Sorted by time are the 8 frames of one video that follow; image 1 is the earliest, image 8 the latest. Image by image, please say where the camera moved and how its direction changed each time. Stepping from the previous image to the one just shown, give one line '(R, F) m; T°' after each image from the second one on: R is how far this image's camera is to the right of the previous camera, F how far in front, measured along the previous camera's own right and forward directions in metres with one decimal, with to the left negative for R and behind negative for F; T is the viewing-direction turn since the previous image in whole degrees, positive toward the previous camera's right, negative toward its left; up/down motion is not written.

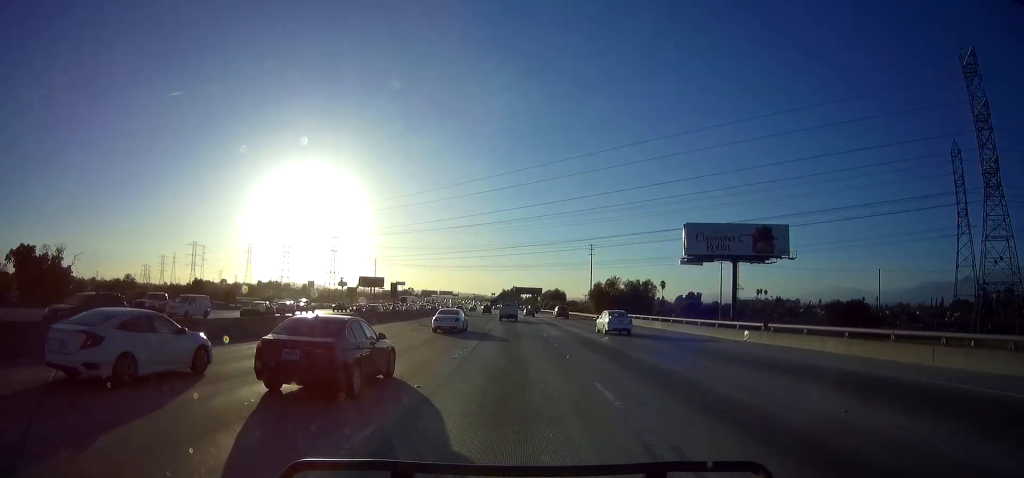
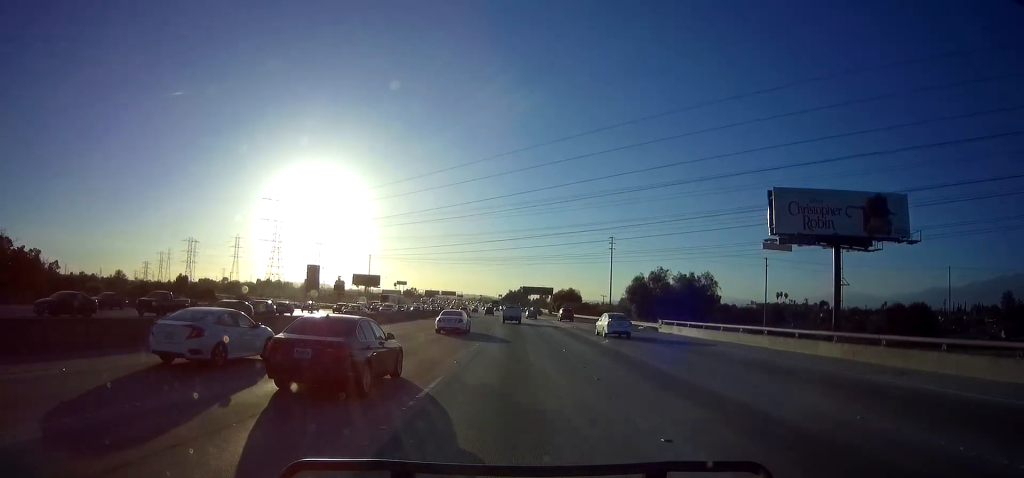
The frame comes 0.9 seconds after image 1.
(-0.2, +24.2) m; -1°
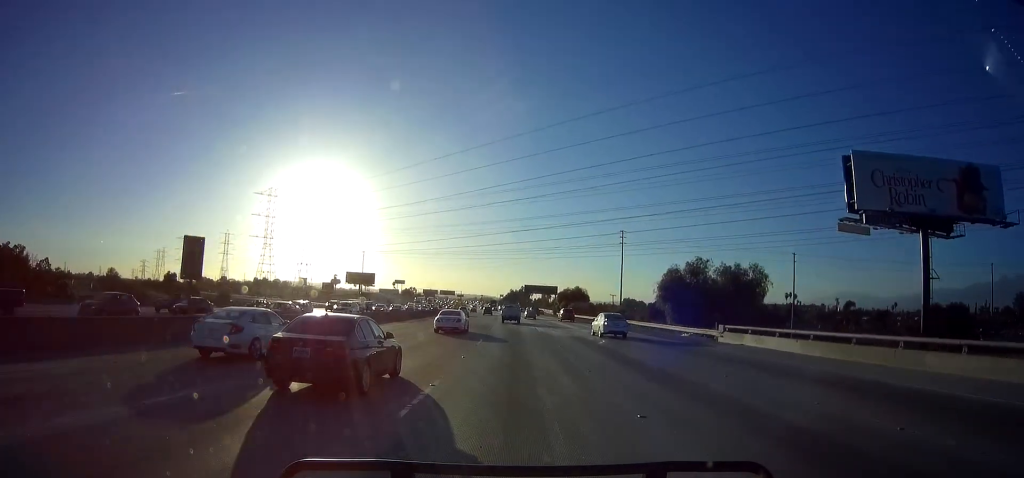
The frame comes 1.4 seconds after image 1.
(0.0, +13.0) m; 0°
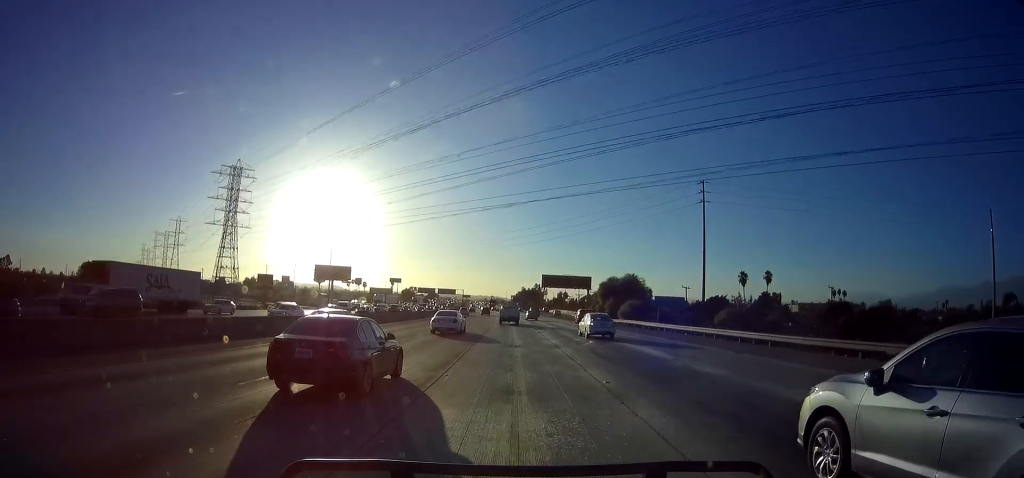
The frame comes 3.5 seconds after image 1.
(-0.7, +54.5) m; -1°
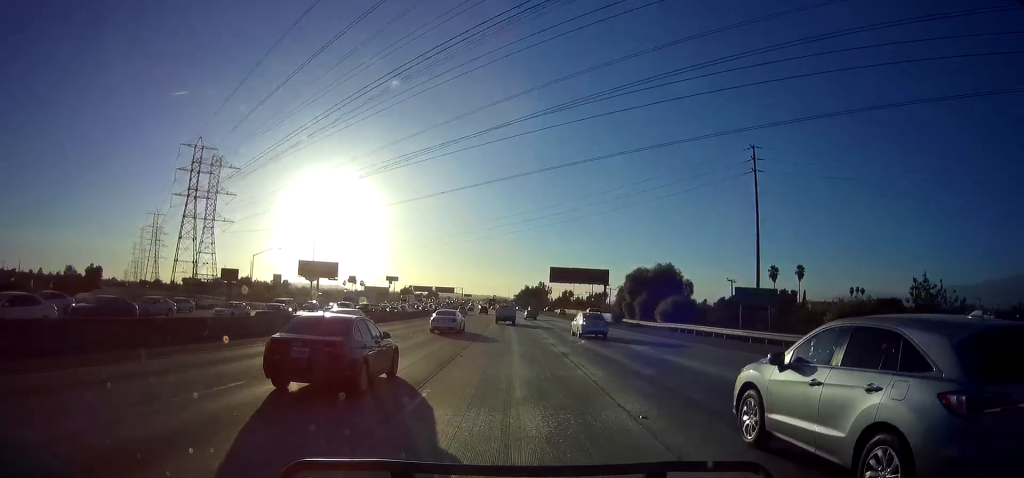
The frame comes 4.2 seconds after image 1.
(0.0, +18.6) m; 0°
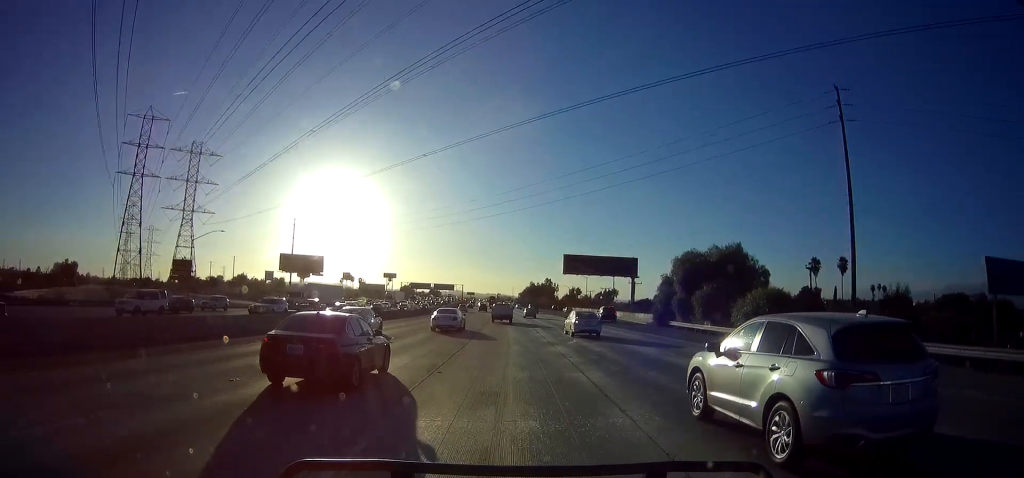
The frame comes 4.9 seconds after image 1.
(0.0, +19.2) m; -1°
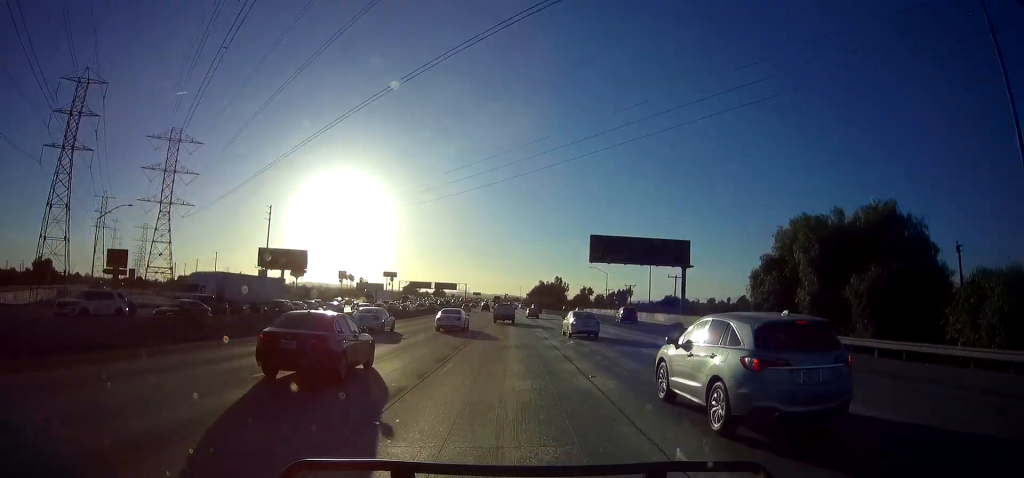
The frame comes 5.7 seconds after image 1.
(-0.2, +19.9) m; -1°
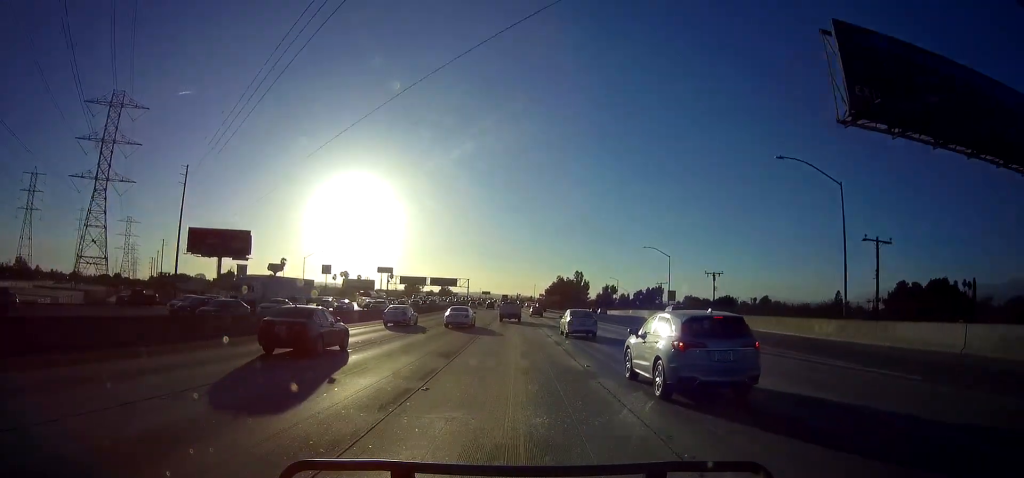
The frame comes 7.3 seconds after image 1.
(-0.6, +41.1) m; -1°
